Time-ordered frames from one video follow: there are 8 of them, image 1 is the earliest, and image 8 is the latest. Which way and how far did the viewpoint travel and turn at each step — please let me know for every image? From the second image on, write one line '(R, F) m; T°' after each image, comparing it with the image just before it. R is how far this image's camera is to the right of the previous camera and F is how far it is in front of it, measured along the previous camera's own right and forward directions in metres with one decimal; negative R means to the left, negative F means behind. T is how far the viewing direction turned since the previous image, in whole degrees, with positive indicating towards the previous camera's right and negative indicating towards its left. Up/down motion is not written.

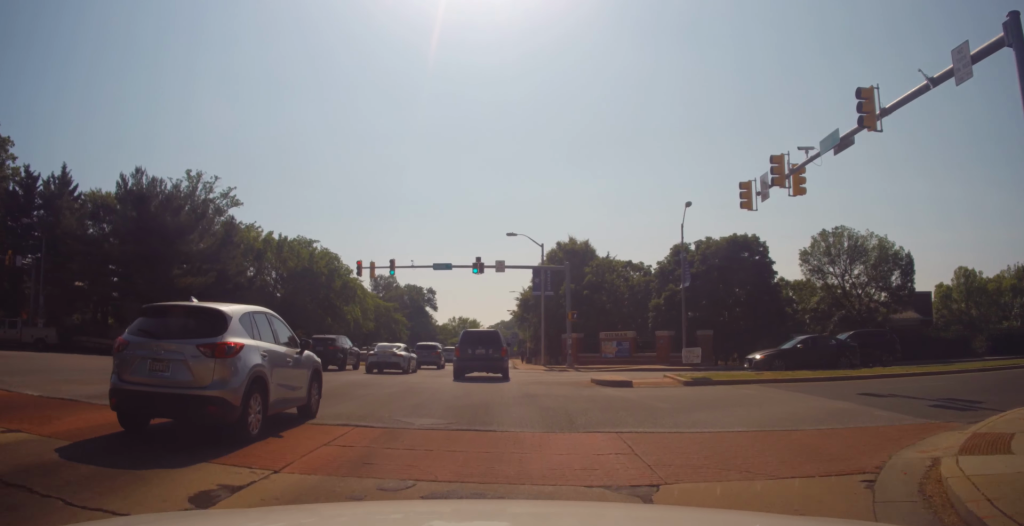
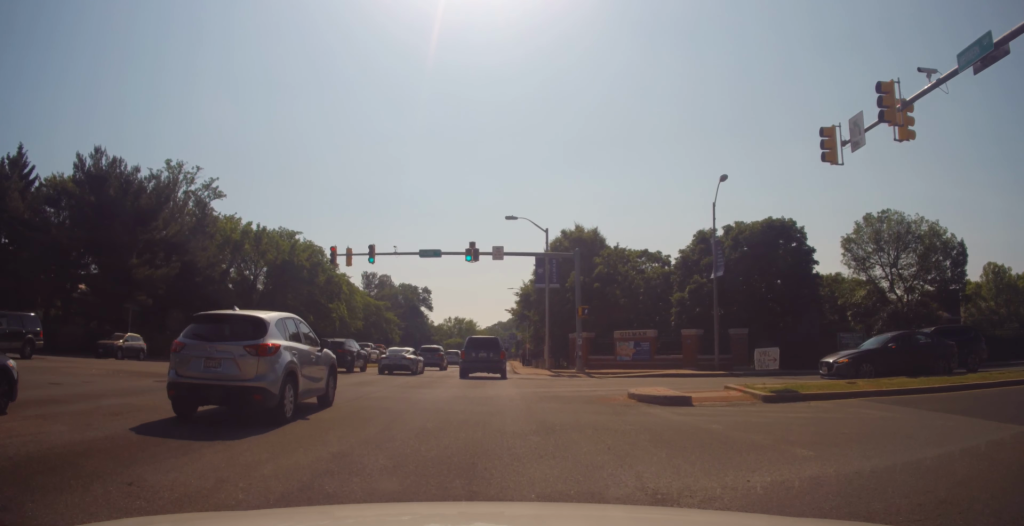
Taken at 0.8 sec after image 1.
(-0.1, +5.9) m; -1°
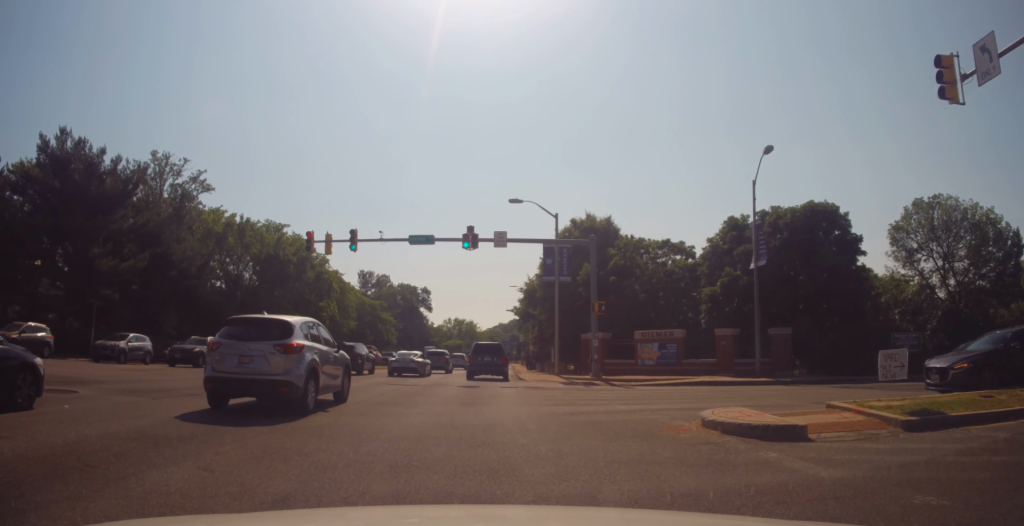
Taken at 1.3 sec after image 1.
(0.0, +5.0) m; -2°
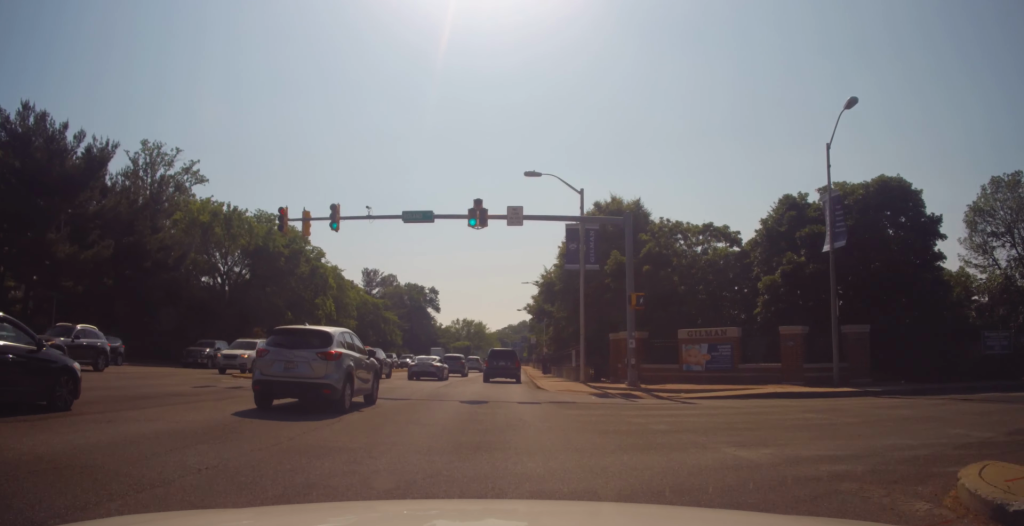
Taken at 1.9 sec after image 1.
(+0.1, +5.5) m; -2°
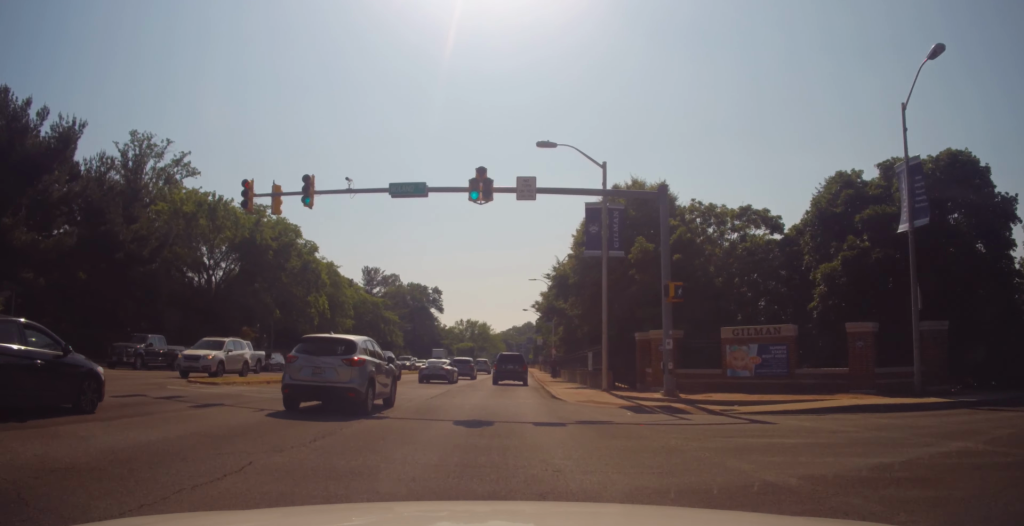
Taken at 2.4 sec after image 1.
(-0.3, +4.6) m; +1°
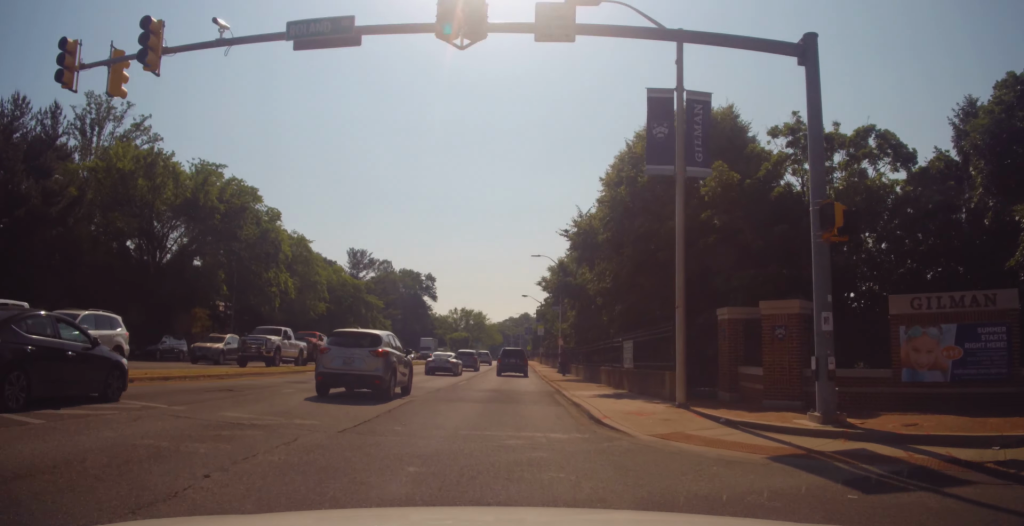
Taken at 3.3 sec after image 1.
(+0.1, +10.0) m; +2°
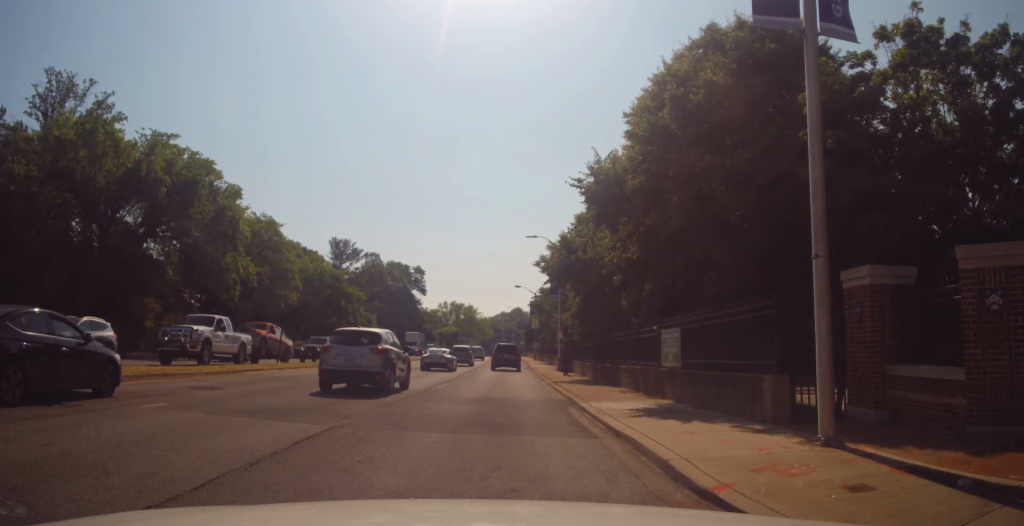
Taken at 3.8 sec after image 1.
(+0.5, +6.3) m; +1°
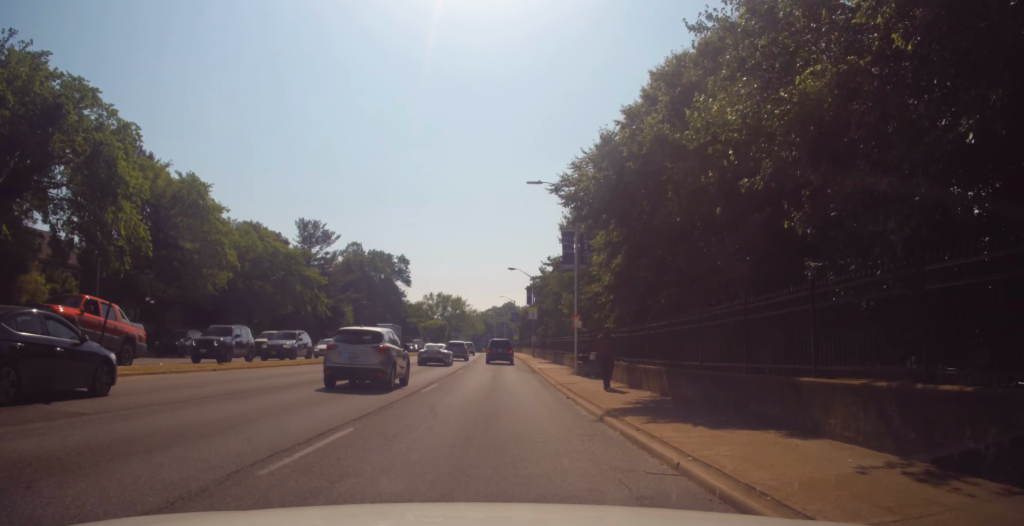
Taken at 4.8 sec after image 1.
(-0.6, +13.5) m; 0°
